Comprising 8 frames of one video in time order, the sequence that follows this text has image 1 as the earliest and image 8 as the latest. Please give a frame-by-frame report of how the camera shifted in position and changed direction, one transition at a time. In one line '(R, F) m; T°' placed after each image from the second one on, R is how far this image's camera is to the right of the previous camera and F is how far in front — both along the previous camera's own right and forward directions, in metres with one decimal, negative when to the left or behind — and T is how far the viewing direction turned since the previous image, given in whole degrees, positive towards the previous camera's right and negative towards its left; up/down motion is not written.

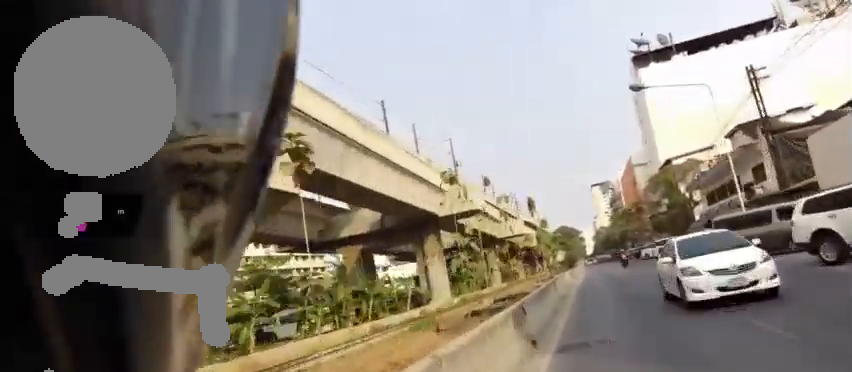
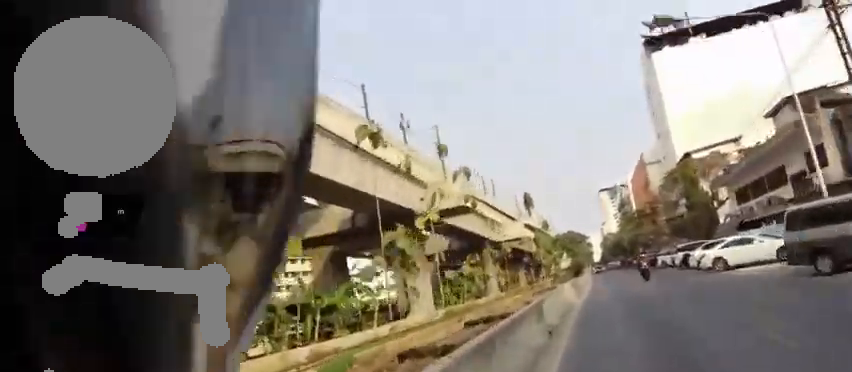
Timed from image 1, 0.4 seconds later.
(0.0, +8.5) m; 0°
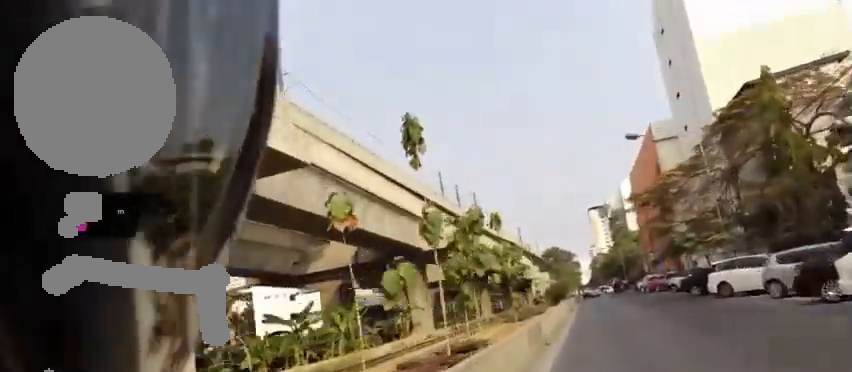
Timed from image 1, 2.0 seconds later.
(0.0, +29.7) m; 0°
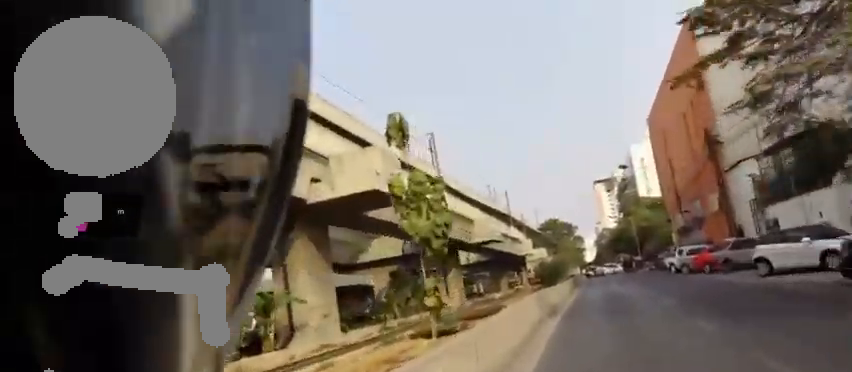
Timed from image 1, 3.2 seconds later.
(0.0, +20.9) m; 0°
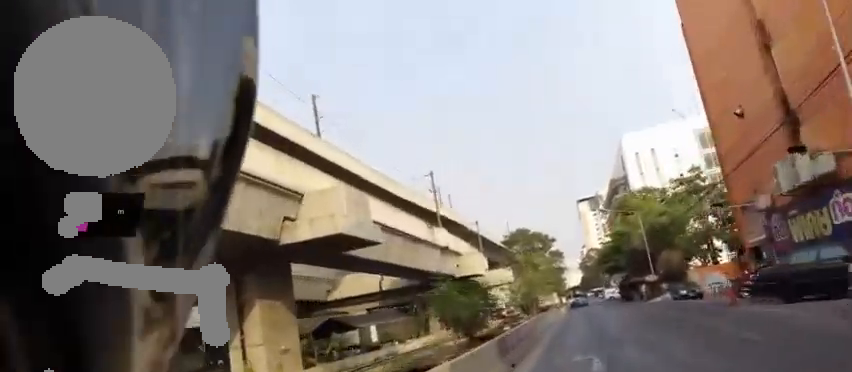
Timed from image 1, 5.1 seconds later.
(+1.6, +32.7) m; +4°
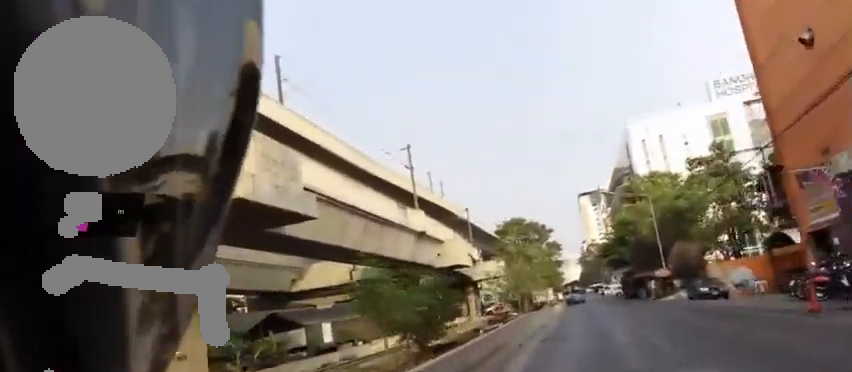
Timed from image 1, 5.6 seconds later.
(+0.9, +6.9) m; -2°
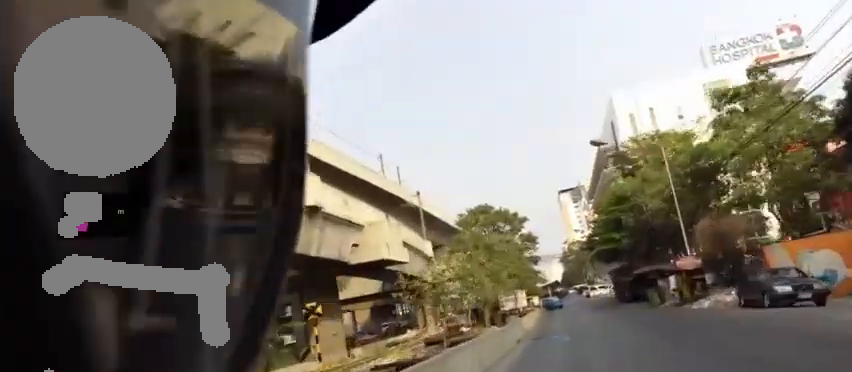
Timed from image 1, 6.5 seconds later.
(-2.3, +14.9) m; -1°
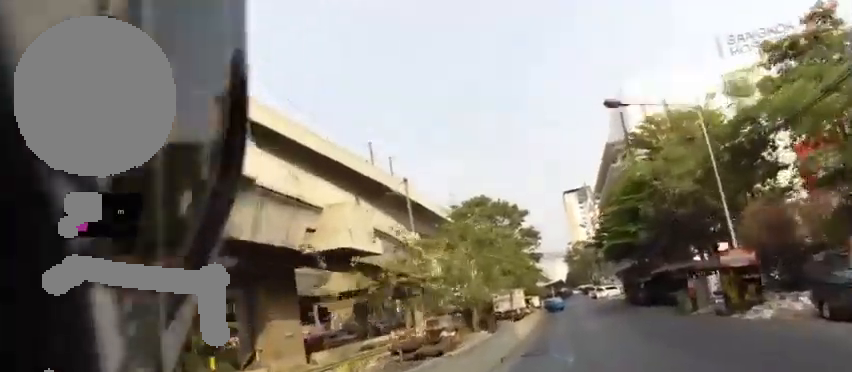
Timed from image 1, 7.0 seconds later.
(+0.5, +6.6) m; +2°
